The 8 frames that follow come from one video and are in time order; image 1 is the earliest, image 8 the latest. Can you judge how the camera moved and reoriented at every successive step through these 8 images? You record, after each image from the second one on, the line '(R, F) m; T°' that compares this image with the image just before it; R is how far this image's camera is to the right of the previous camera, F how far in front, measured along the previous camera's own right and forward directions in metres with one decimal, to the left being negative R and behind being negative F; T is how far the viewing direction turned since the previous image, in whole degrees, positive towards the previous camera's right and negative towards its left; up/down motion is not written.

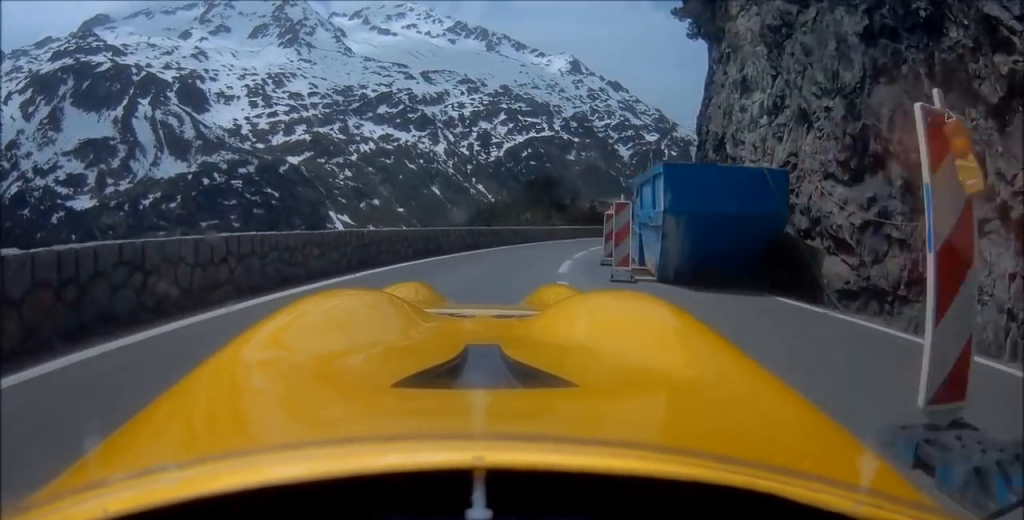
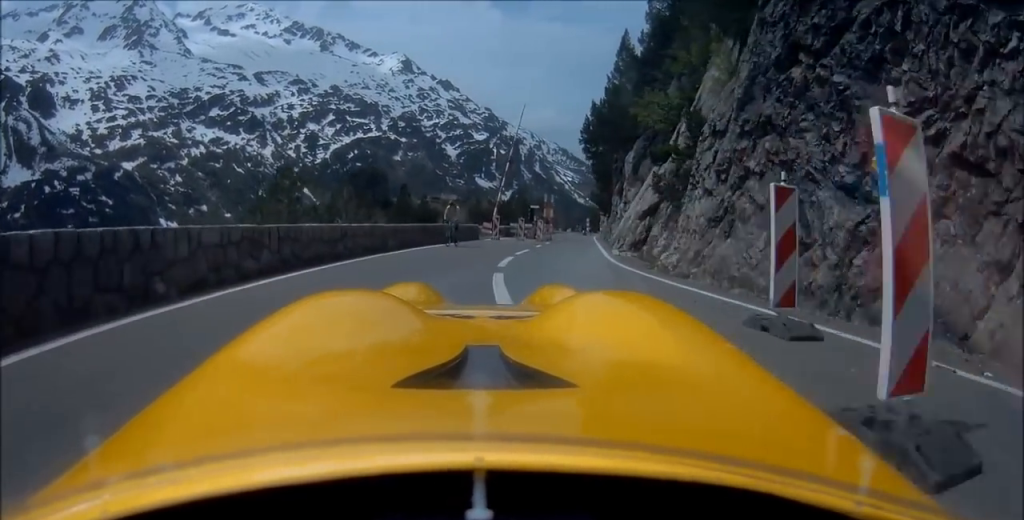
(+2.6, +16.3) m; +15°
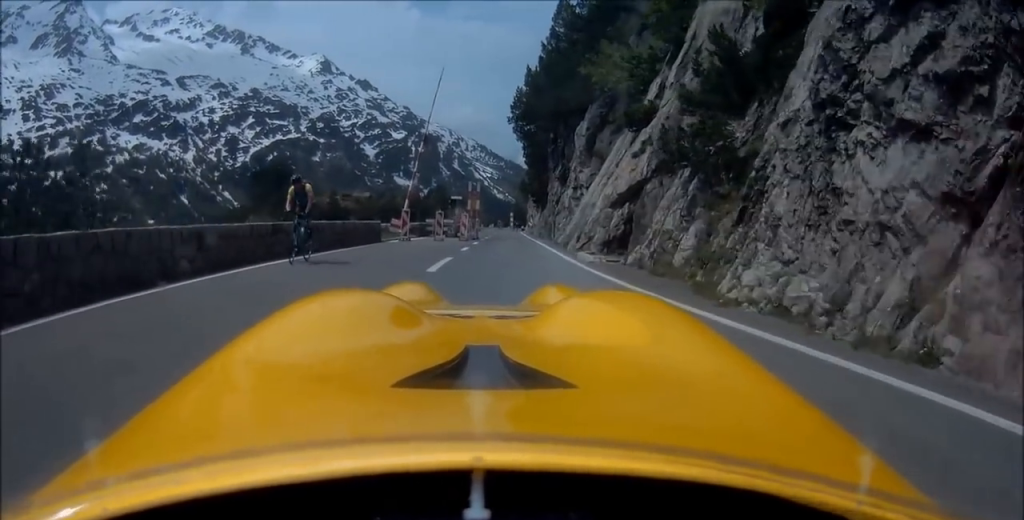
(+0.2, +7.7) m; +5°
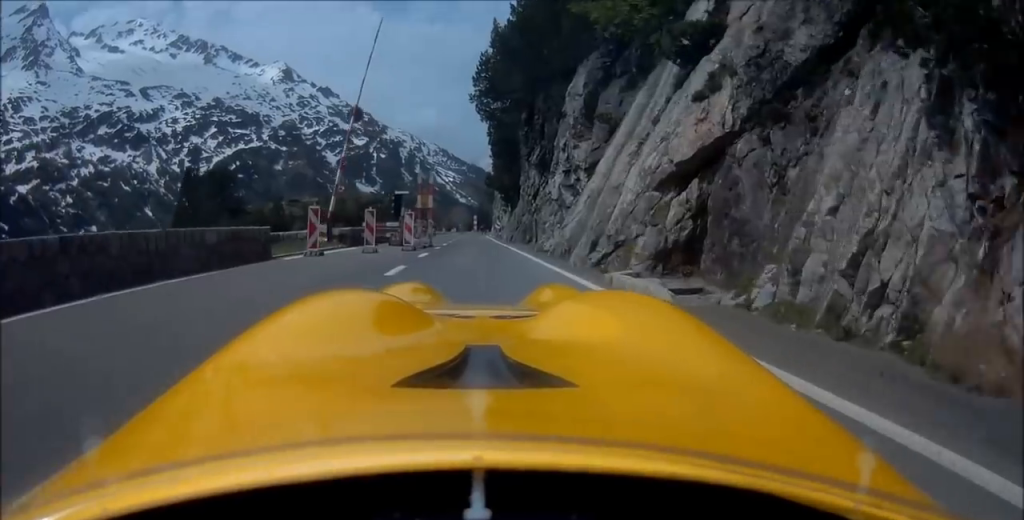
(+0.6, +7.4) m; +4°
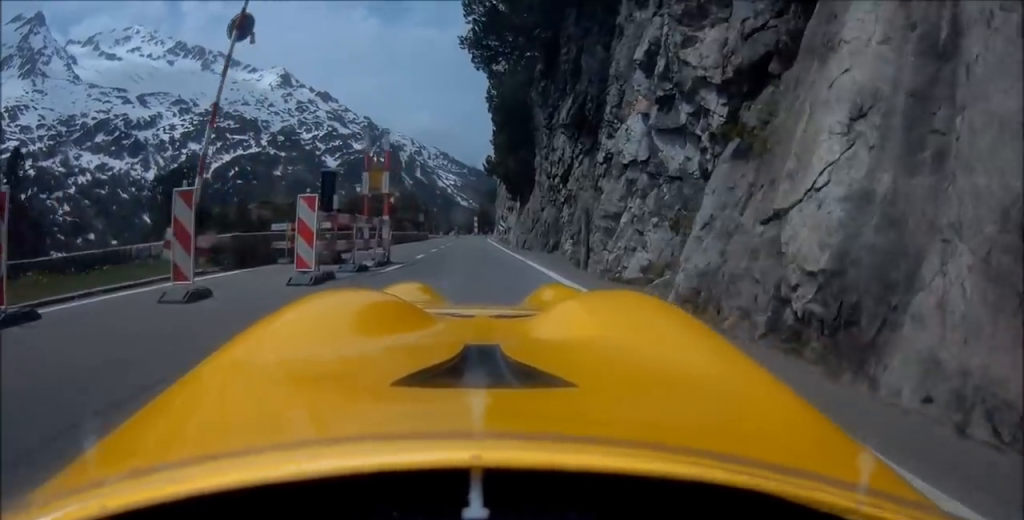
(+0.4, +9.4) m; +3°
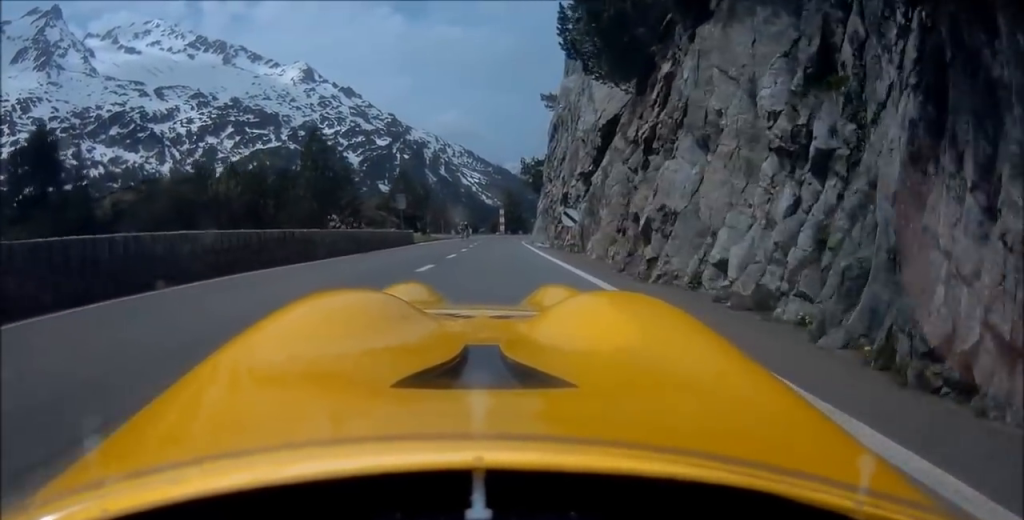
(+0.9, +26.6) m; +4°
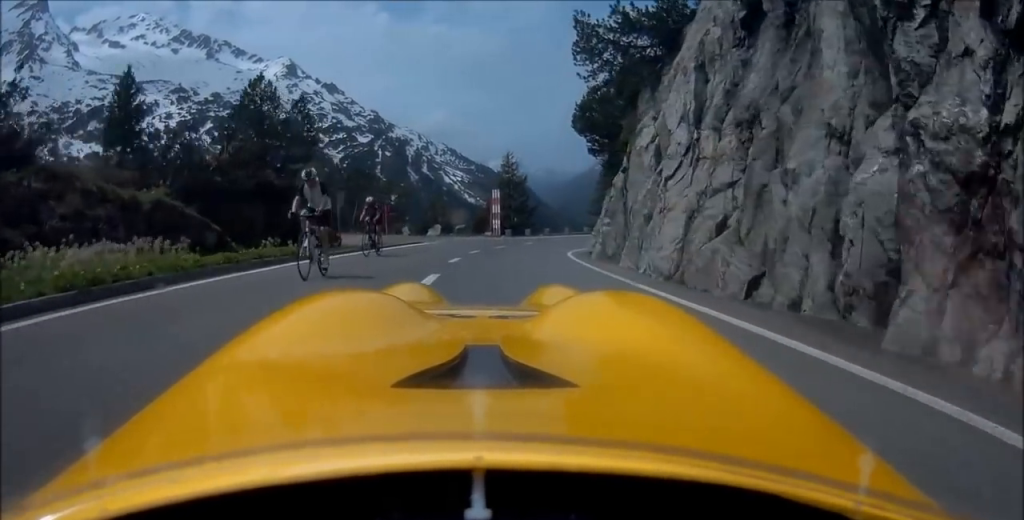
(+1.4, +32.7) m; +12°
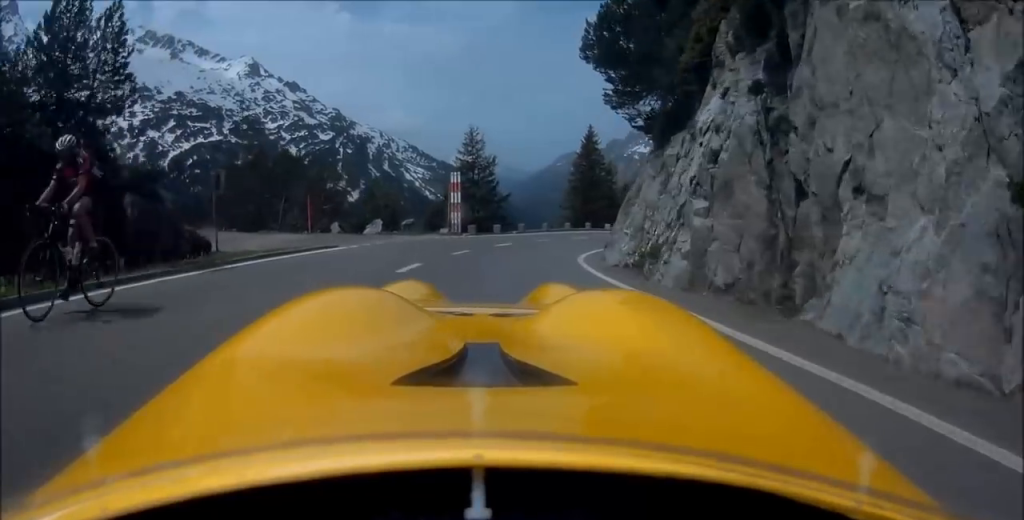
(+1.0, +10.6) m; +11°
